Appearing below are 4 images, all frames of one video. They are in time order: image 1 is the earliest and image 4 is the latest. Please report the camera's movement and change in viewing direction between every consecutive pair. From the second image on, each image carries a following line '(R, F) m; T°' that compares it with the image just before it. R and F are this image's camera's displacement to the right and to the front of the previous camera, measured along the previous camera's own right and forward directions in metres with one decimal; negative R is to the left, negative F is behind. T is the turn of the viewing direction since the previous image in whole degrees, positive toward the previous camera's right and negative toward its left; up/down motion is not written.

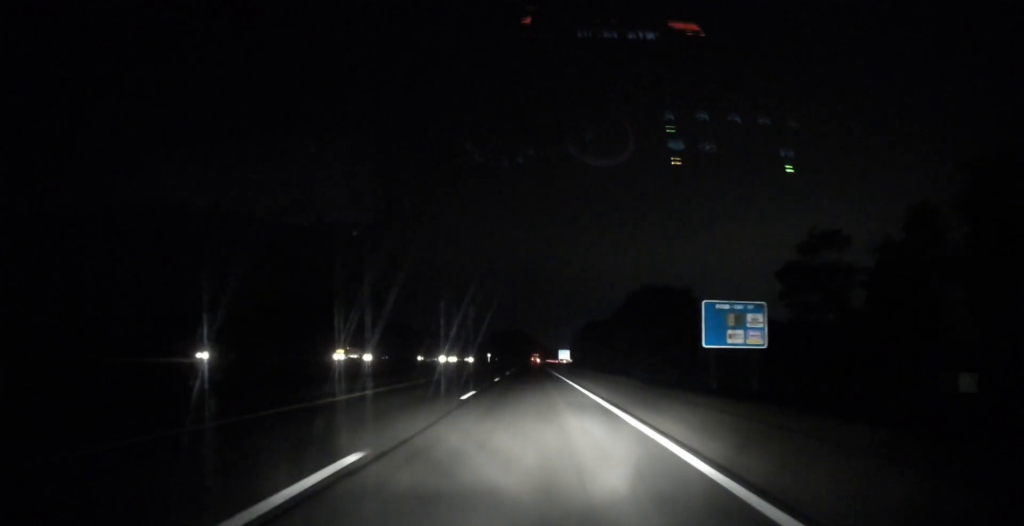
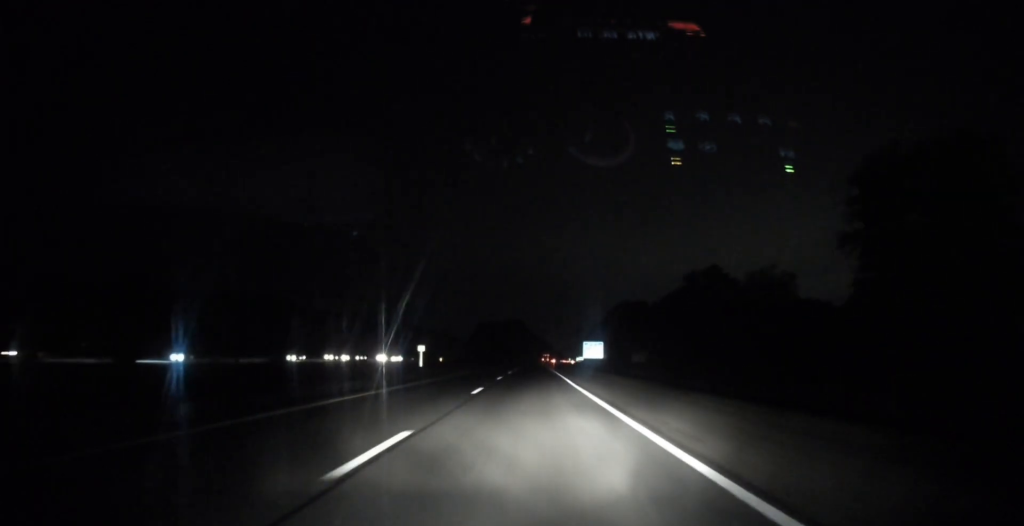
(0.0, +133.8) m; 0°
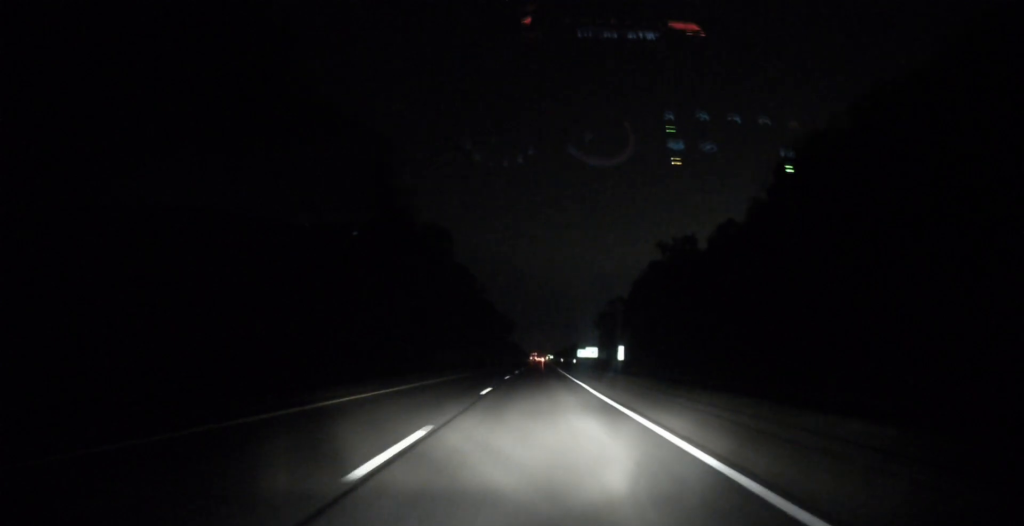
(+8.9, +348.8) m; +3°
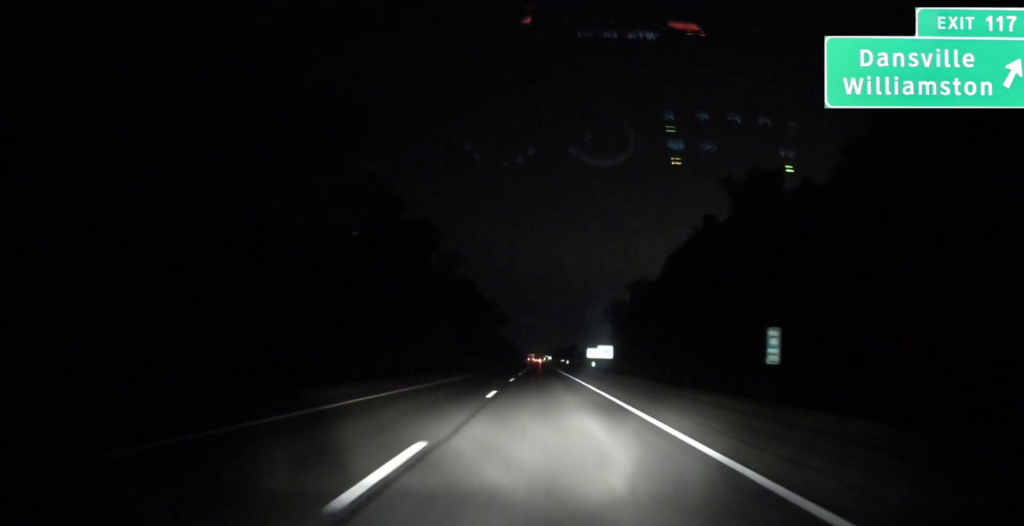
(+0.3, +46.5) m; +1°
